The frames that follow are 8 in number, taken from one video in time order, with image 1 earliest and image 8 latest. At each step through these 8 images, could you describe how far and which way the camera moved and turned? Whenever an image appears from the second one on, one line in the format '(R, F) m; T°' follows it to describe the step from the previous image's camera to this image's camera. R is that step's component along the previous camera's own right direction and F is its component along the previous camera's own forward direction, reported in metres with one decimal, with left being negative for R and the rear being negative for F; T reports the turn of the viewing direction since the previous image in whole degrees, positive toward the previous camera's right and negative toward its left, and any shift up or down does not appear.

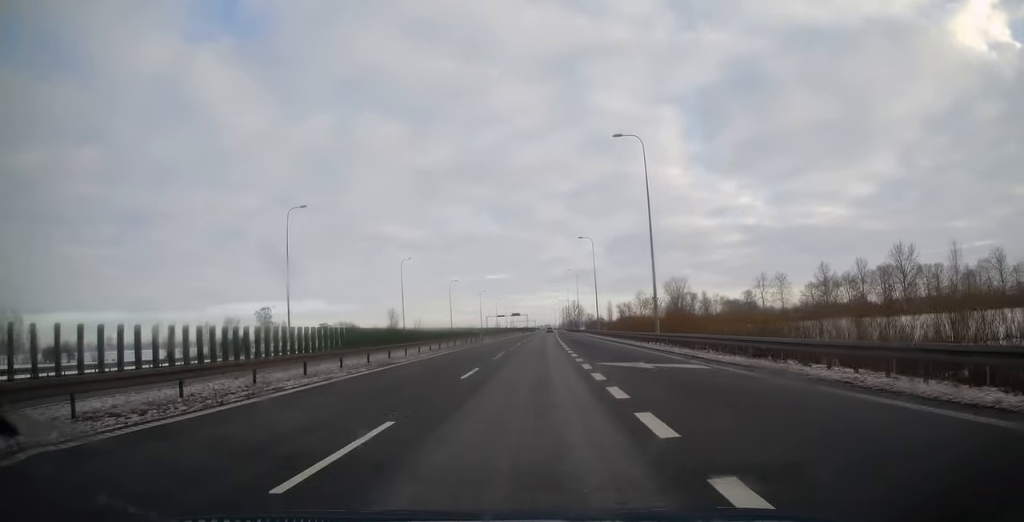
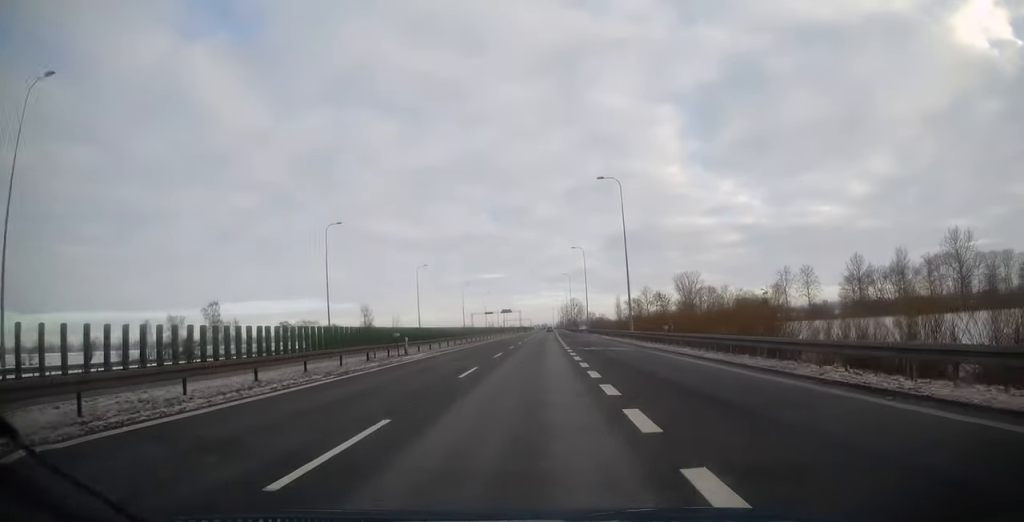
(0.0, +33.3) m; 0°
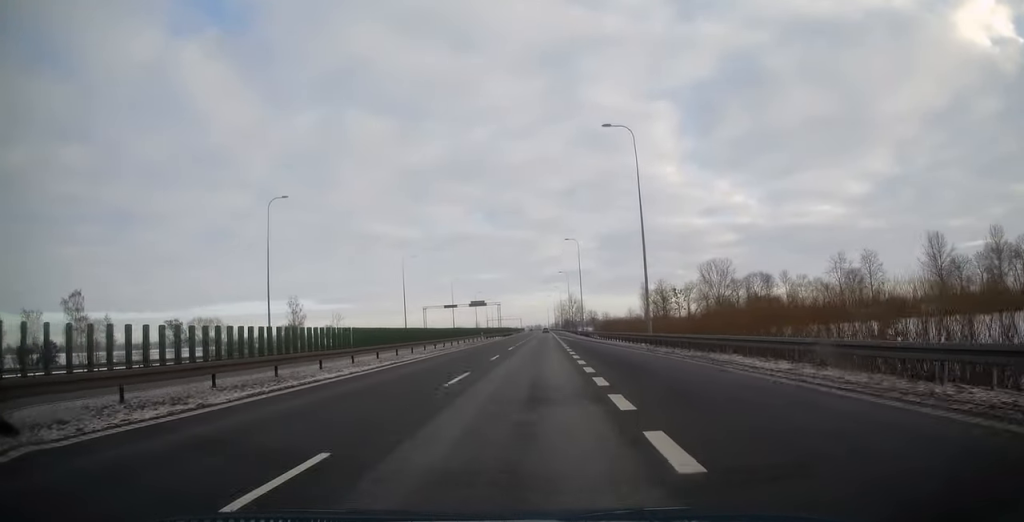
(+0.5, +63.7) m; +1°
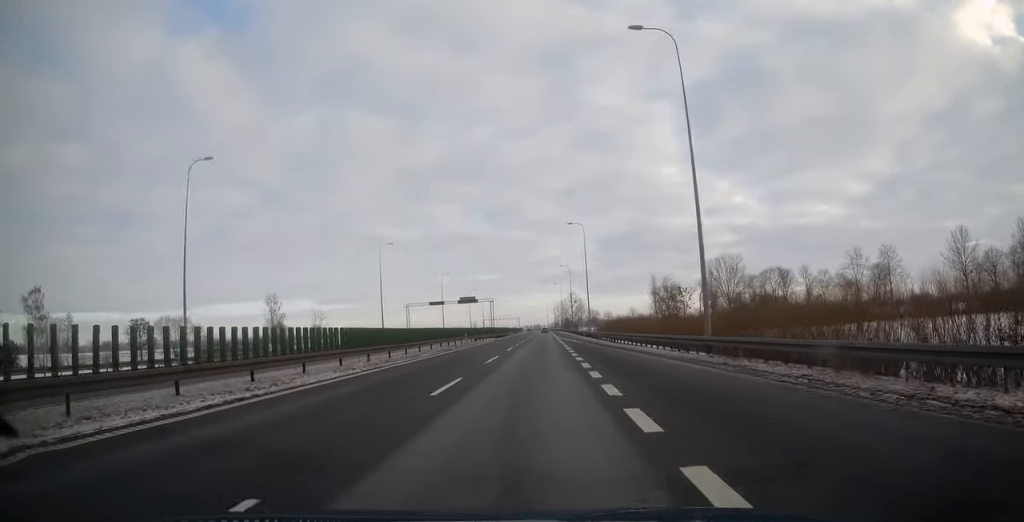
(0.0, +14.2) m; 0°
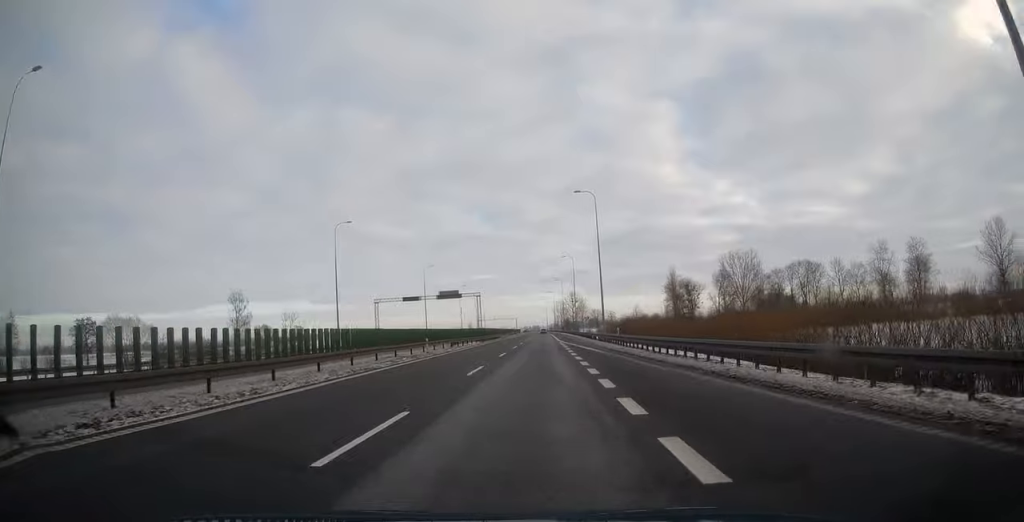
(0.0, +19.2) m; 0°
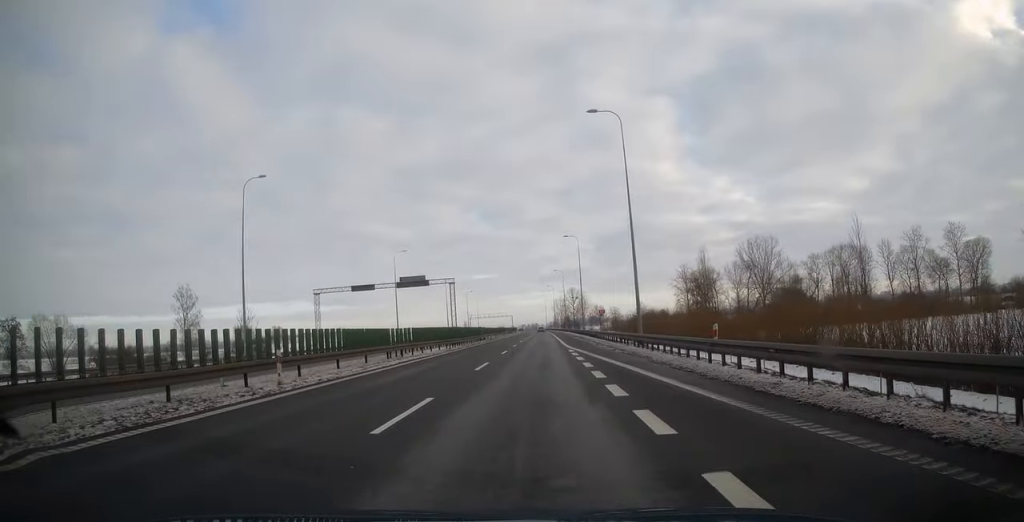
(0.0, +22.4) m; 0°
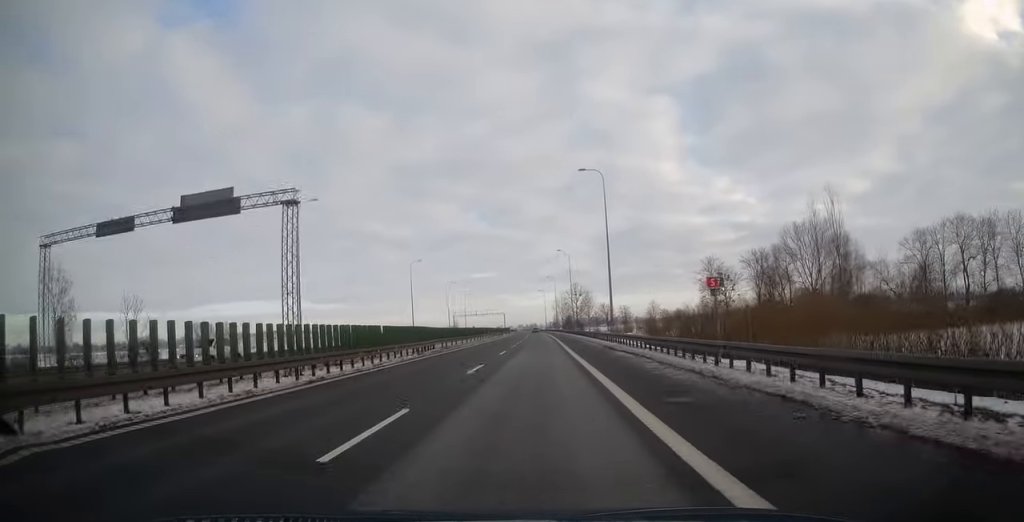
(0.0, +38.8) m; 0°
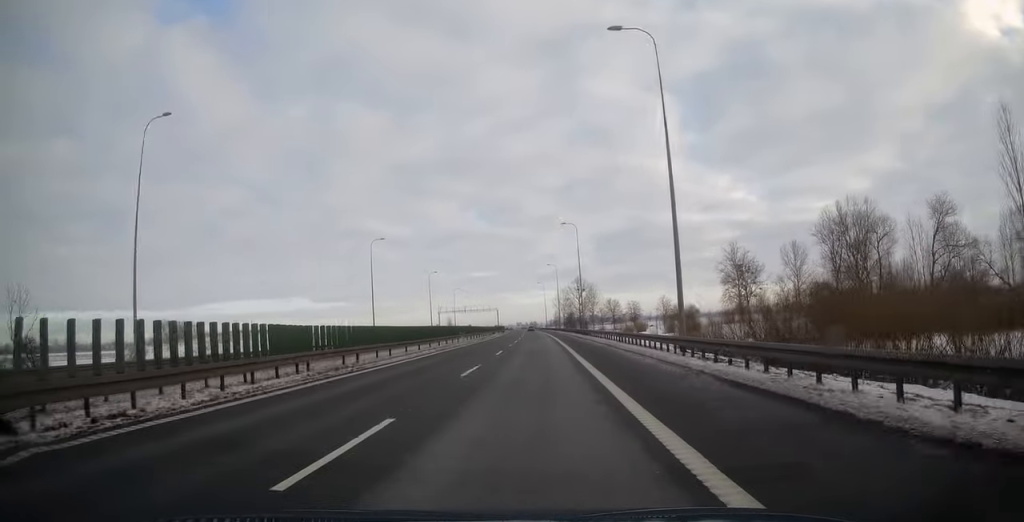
(0.0, +24.6) m; 0°
